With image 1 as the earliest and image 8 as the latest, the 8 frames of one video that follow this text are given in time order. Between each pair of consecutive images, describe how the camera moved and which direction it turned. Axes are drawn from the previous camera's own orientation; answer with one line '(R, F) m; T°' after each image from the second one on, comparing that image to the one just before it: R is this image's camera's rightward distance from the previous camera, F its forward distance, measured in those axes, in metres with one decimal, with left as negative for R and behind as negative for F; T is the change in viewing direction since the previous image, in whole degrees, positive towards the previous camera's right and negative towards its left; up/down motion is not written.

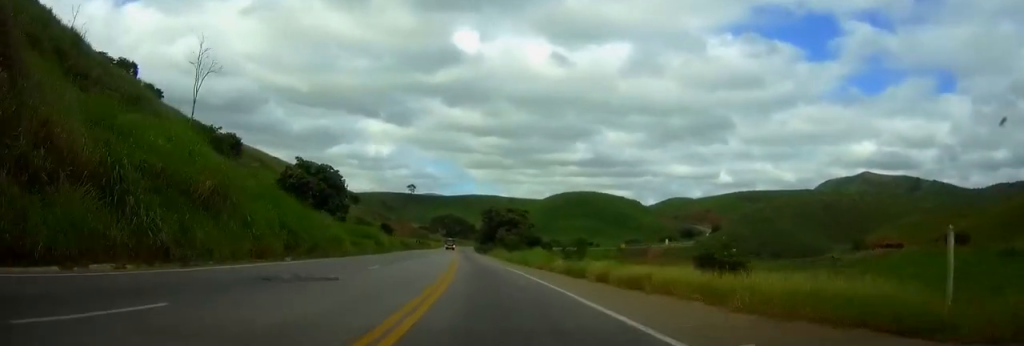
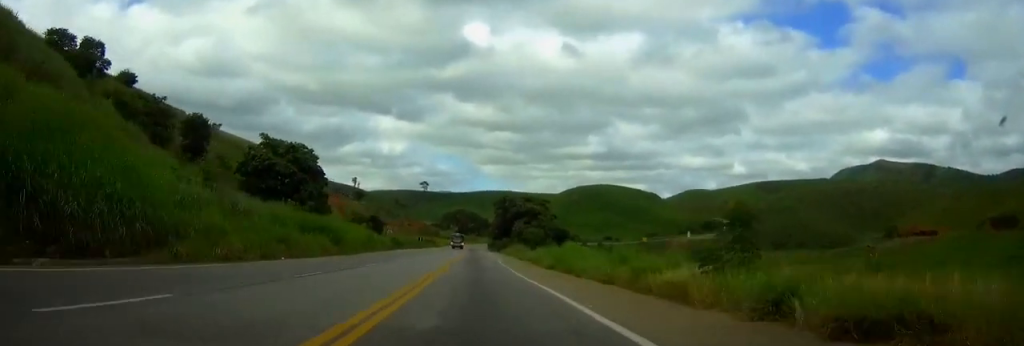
(-0.4, +24.4) m; -2°
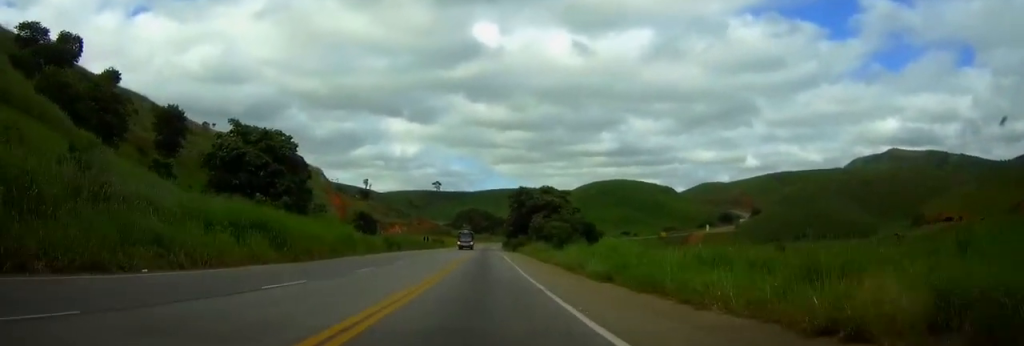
(0.0, +15.5) m; -1°
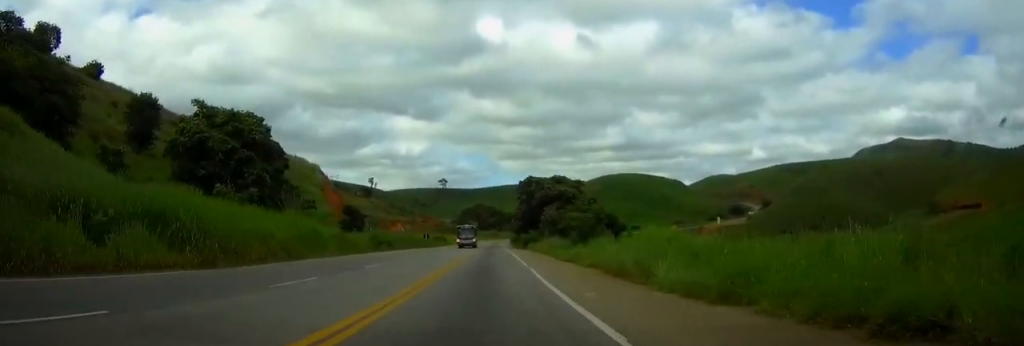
(-0.1, +12.1) m; 0°
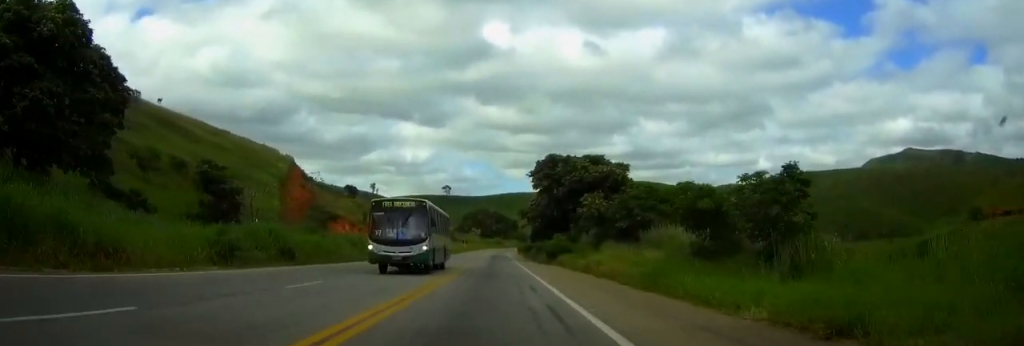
(-0.3, +36.9) m; 0°
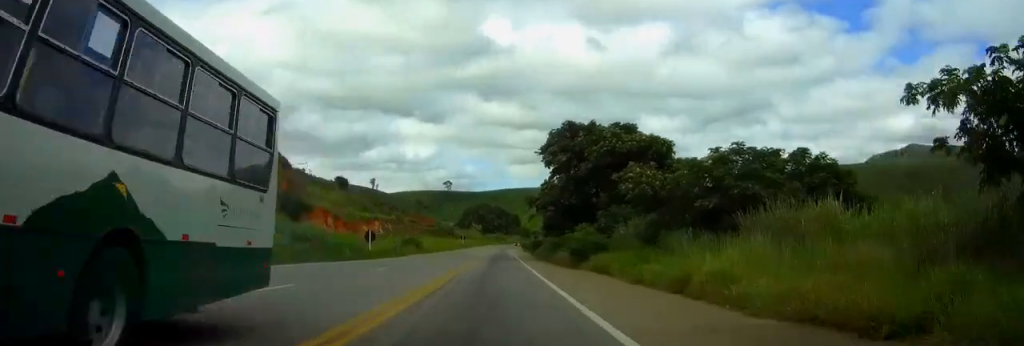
(0.0, +17.3) m; 0°
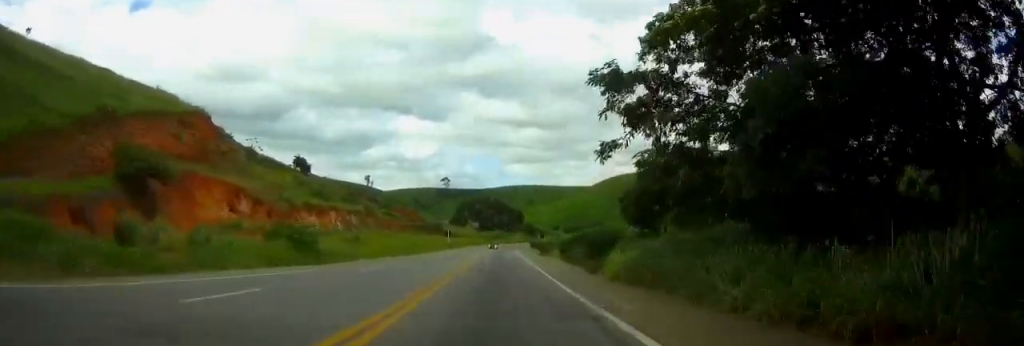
(0.0, +46.9) m; 0°
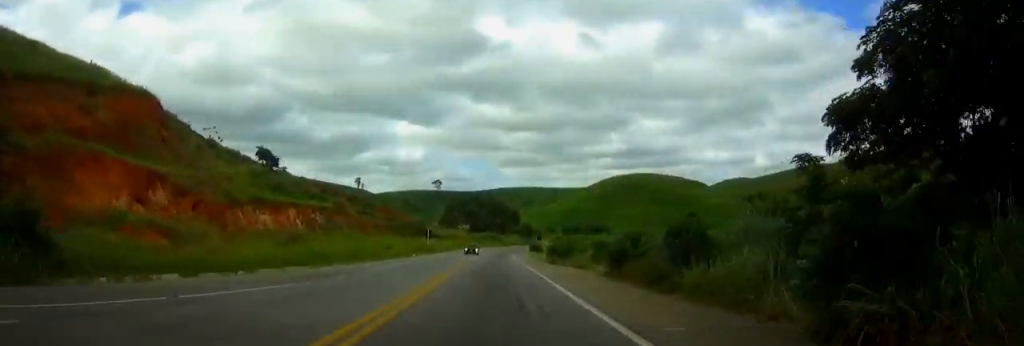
(0.0, +22.4) m; 0°
